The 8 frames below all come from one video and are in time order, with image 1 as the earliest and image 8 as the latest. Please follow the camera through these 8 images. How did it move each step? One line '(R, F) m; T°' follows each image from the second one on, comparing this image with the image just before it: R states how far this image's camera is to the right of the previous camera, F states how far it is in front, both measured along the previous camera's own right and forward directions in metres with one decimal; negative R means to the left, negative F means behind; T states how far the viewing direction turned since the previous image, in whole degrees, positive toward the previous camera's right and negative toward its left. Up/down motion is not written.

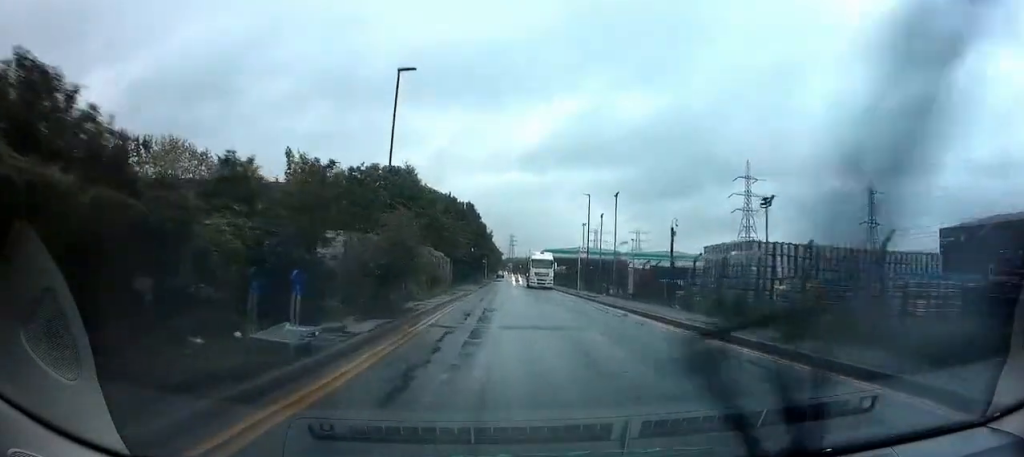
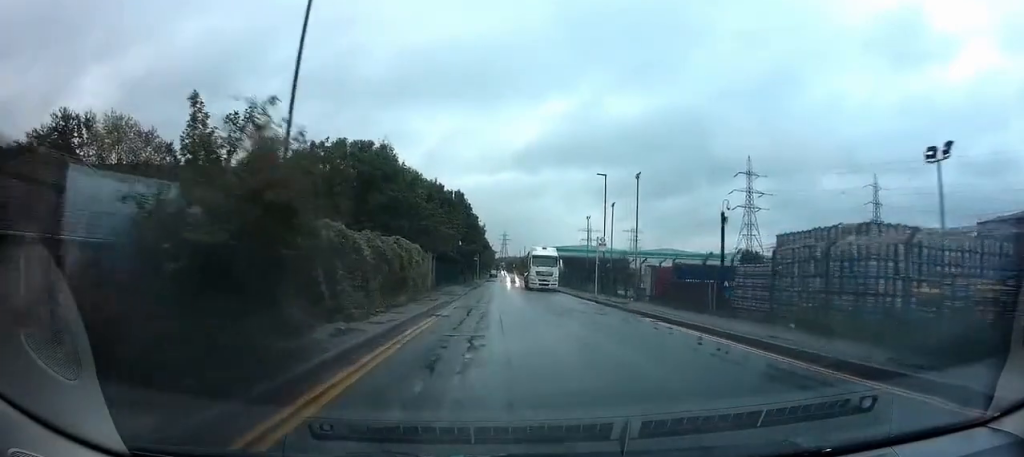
(+0.4, +8.6) m; +3°
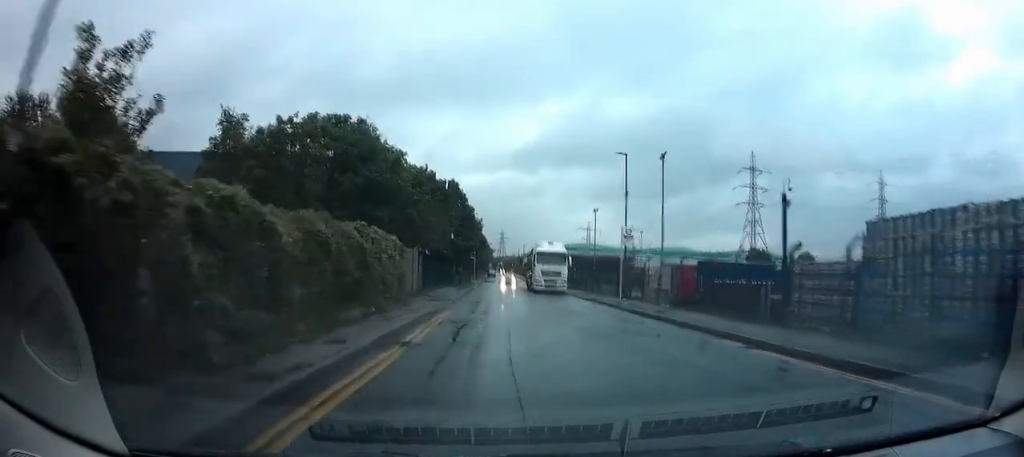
(+0.1, +6.1) m; +1°
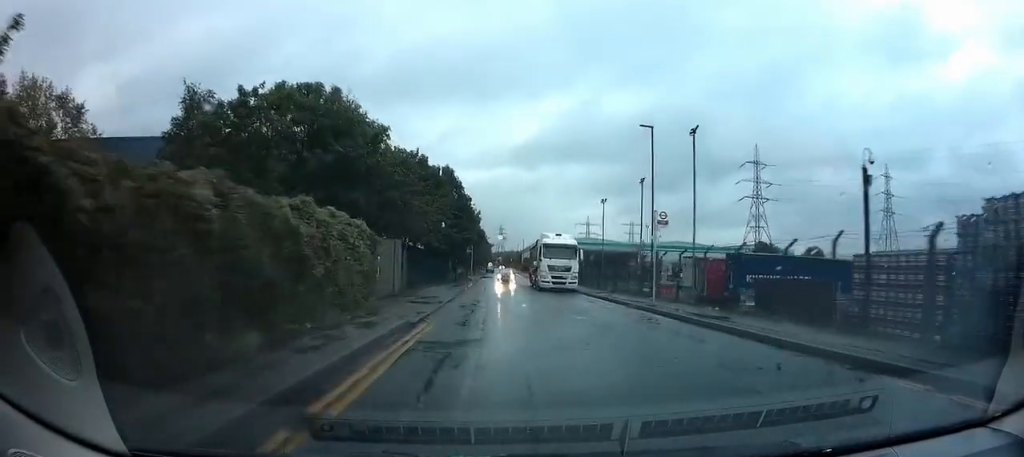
(0.0, +5.5) m; 0°
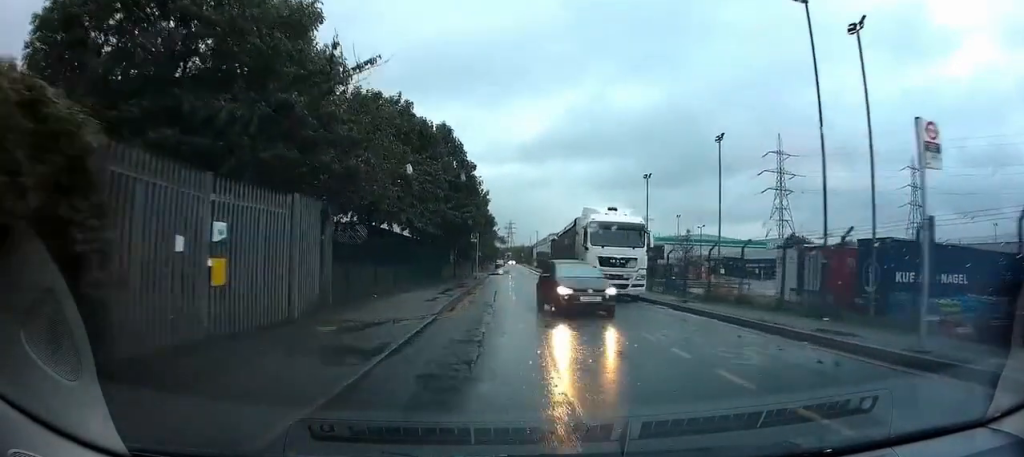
(0.0, +15.4) m; 0°
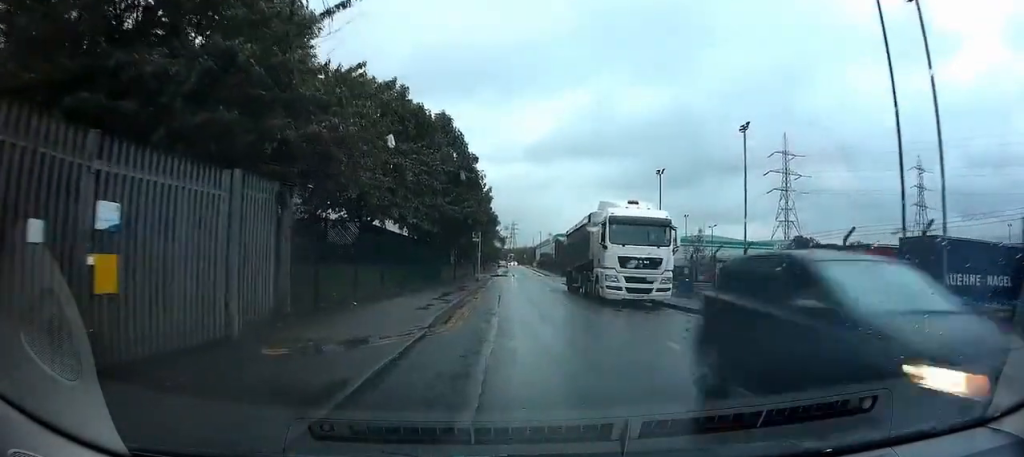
(0.0, +3.9) m; 0°
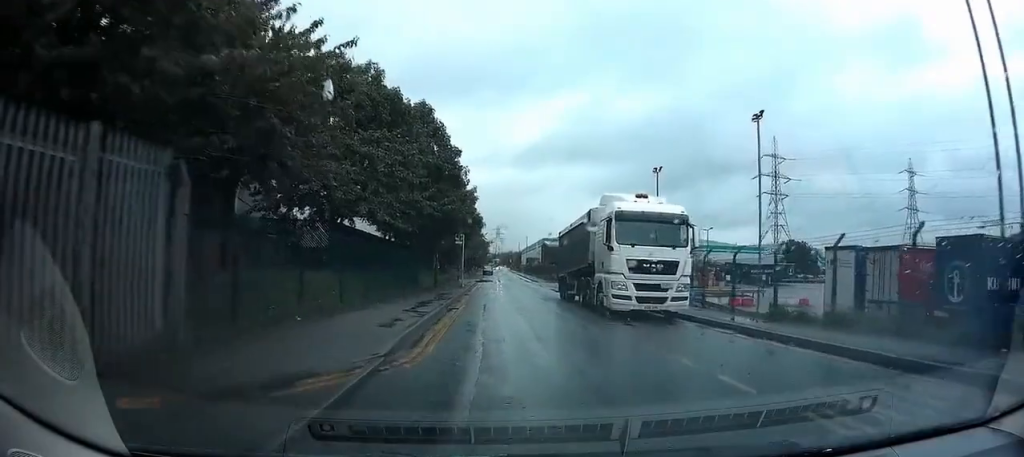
(0.0, +4.1) m; -1°
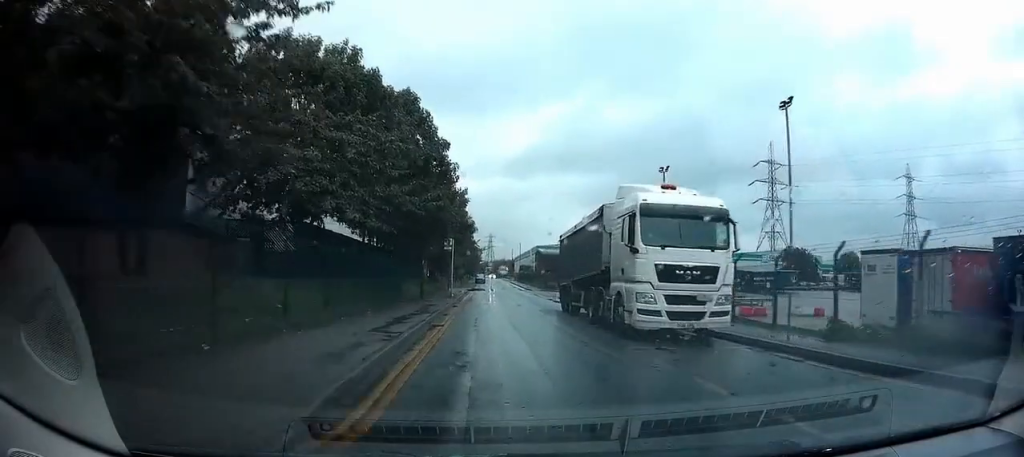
(0.0, +3.5) m; -1°
